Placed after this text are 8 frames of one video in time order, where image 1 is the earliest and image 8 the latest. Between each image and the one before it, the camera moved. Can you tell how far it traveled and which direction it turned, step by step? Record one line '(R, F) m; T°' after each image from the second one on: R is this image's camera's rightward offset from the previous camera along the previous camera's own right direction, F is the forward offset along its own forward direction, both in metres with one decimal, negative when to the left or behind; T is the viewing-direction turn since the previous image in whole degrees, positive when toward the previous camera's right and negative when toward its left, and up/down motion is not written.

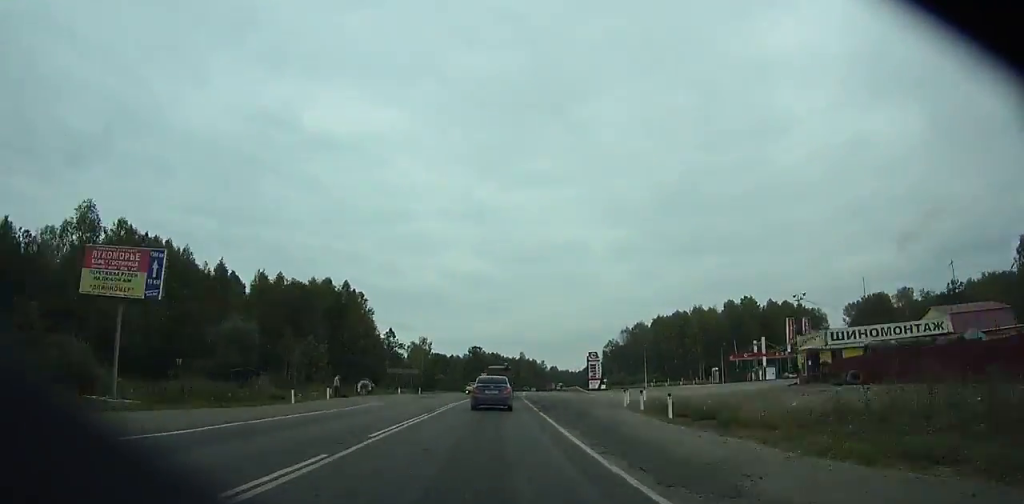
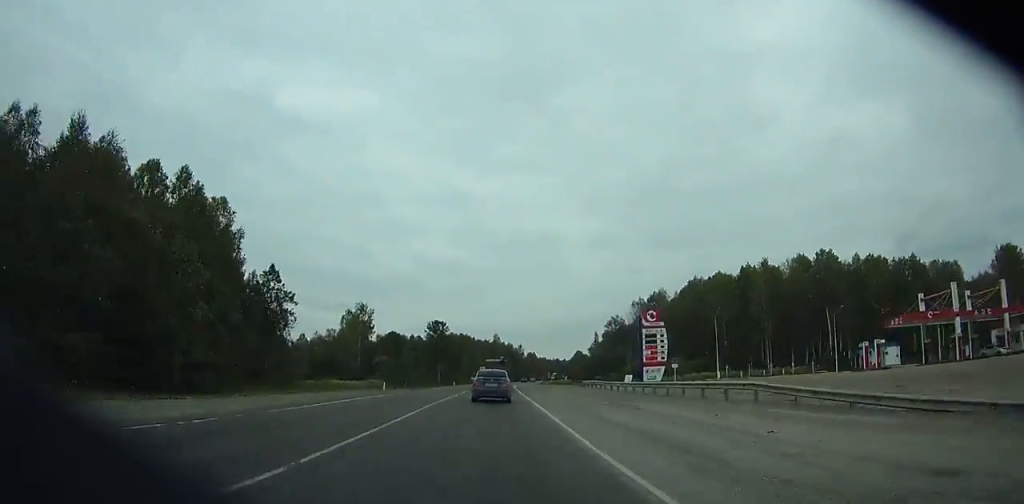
(+1.0, +61.9) m; +2°
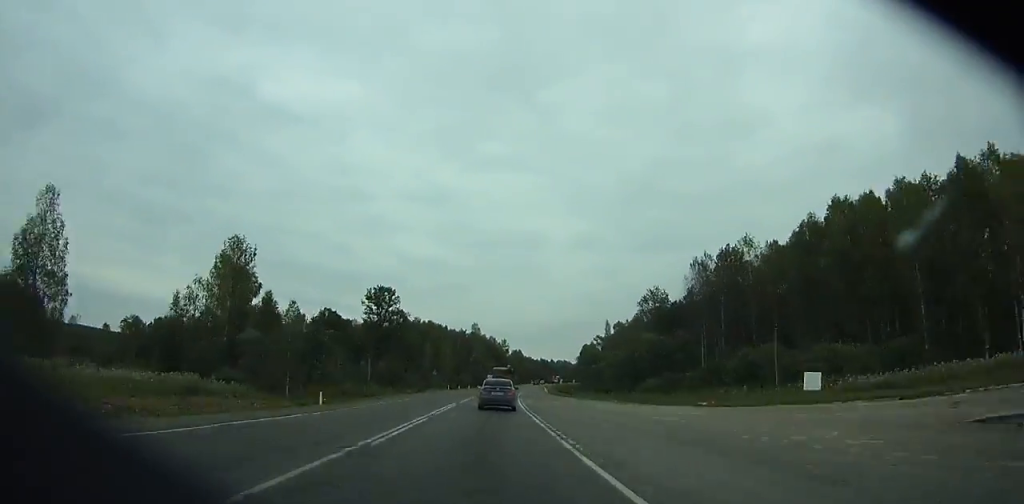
(+1.2, +68.8) m; +2°
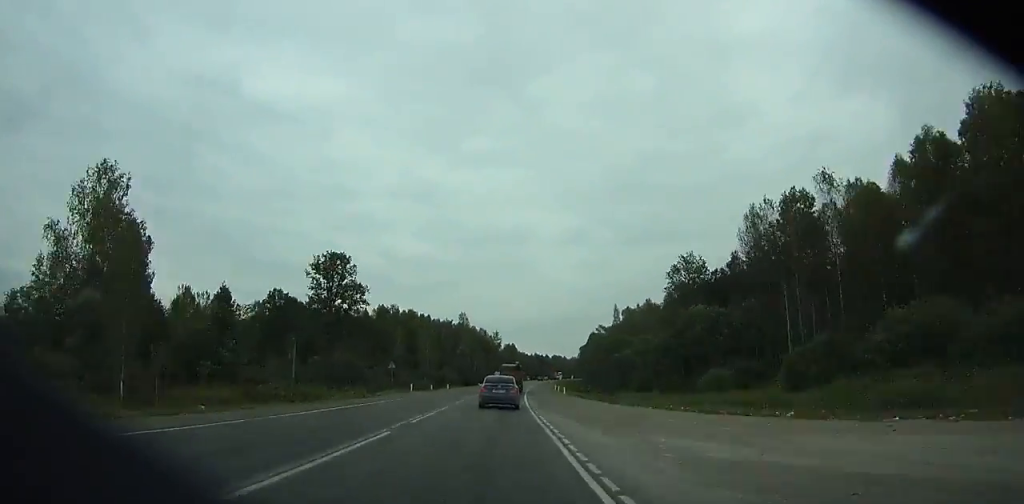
(+0.4, +29.4) m; +1°
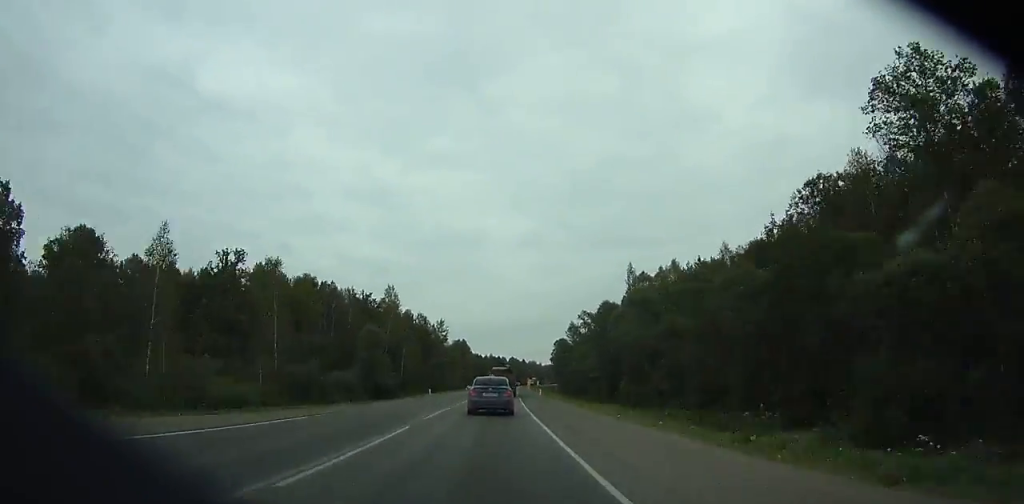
(+2.1, +67.1) m; +4°
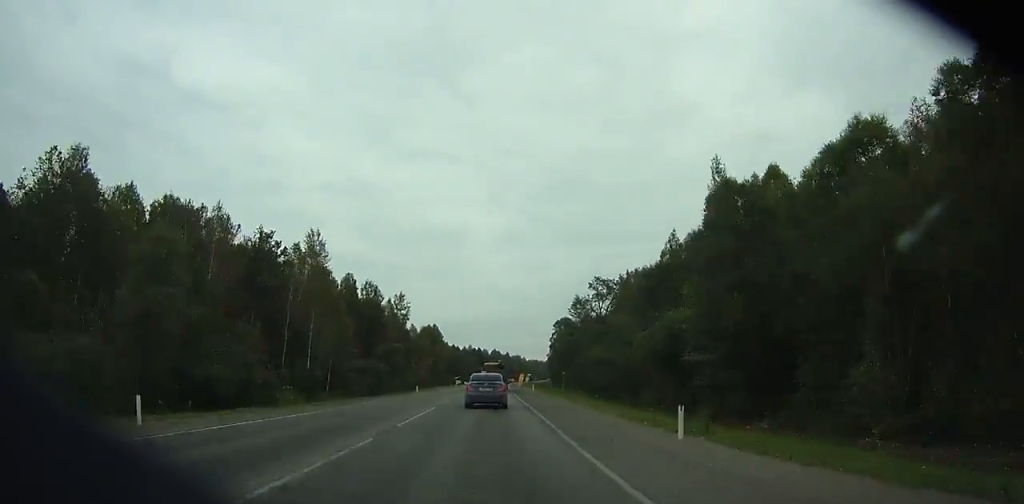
(+1.5, +53.3) m; +2°
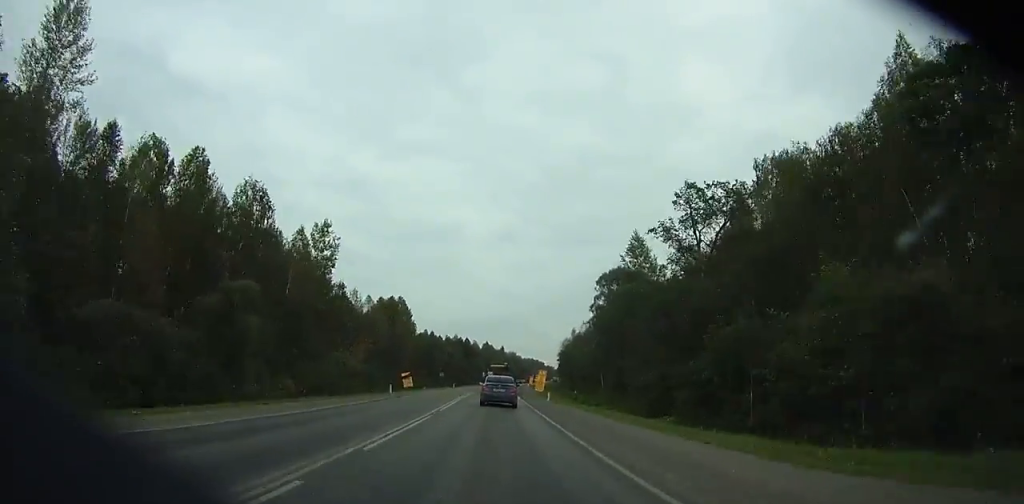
(+1.3, +65.9) m; +2°
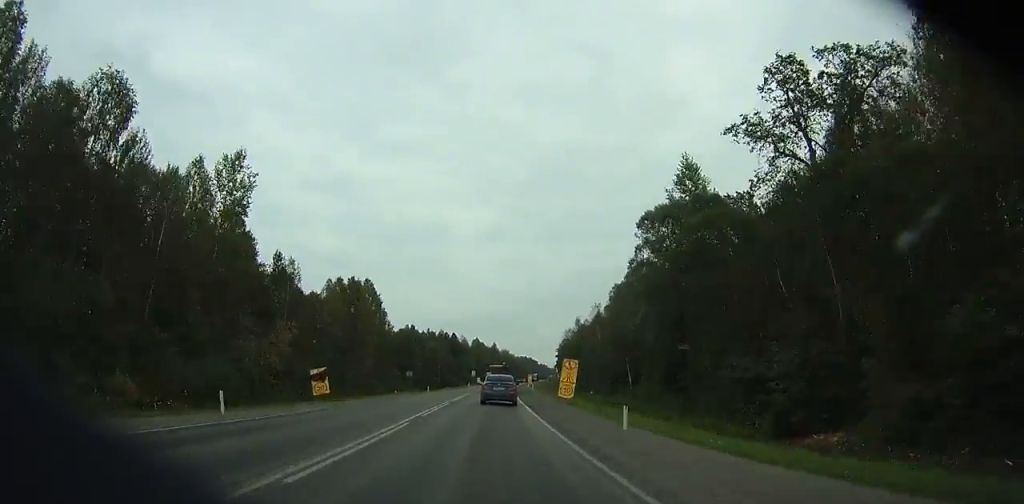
(+0.1, +28.6) m; +1°
